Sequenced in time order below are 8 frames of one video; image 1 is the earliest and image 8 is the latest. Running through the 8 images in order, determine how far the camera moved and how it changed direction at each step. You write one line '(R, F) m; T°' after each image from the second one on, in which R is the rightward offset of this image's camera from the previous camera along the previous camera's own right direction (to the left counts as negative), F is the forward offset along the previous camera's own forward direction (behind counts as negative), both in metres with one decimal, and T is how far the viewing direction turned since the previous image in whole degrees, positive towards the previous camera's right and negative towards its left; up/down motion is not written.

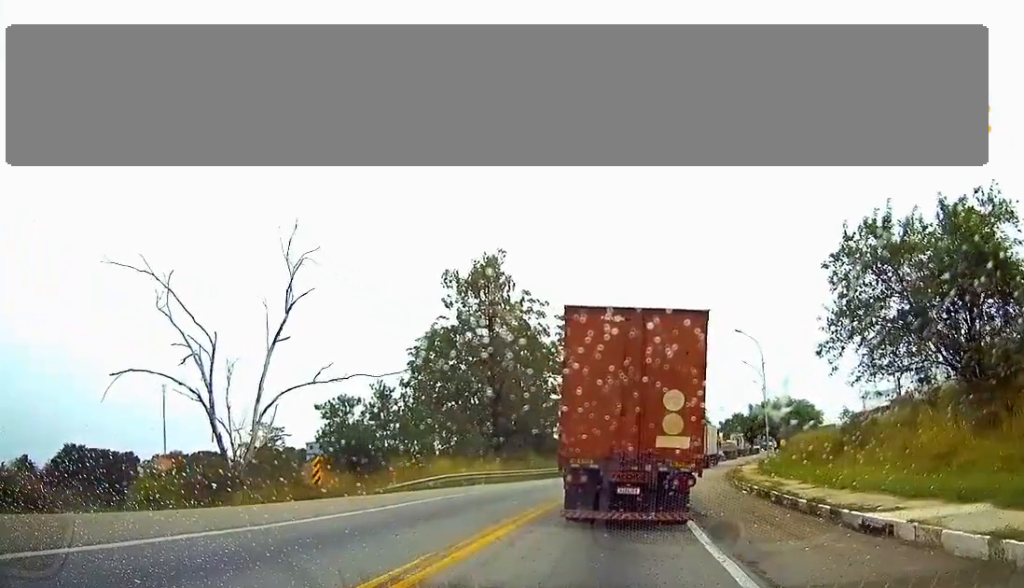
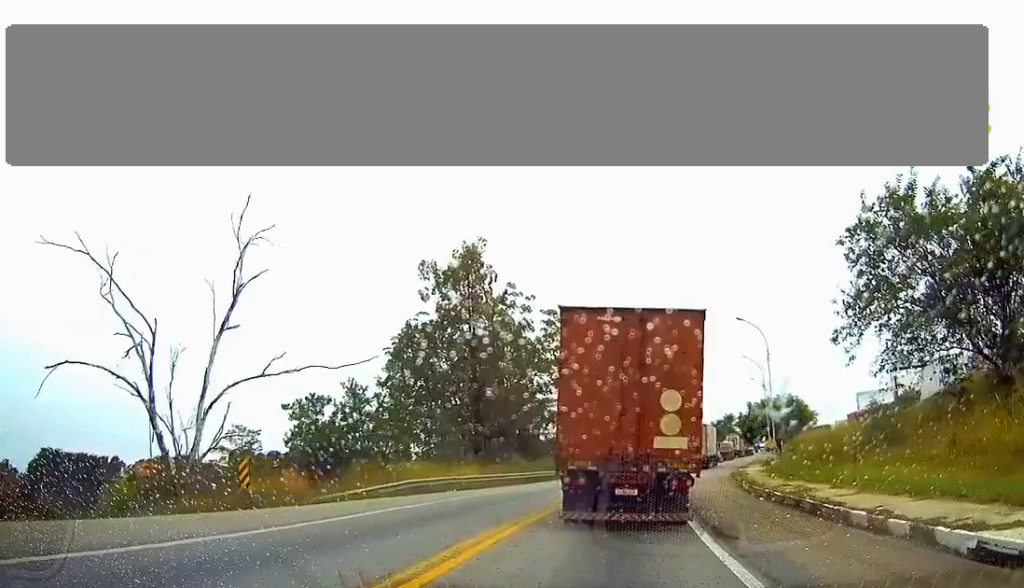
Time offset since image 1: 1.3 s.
(+0.1, +5.2) m; +2°
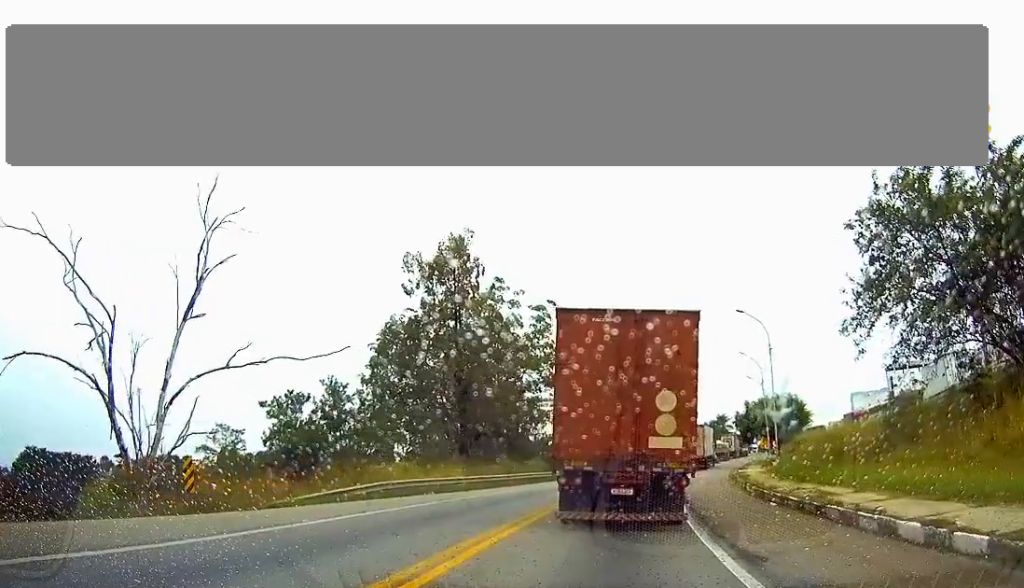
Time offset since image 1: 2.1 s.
(0.0, +3.2) m; 0°
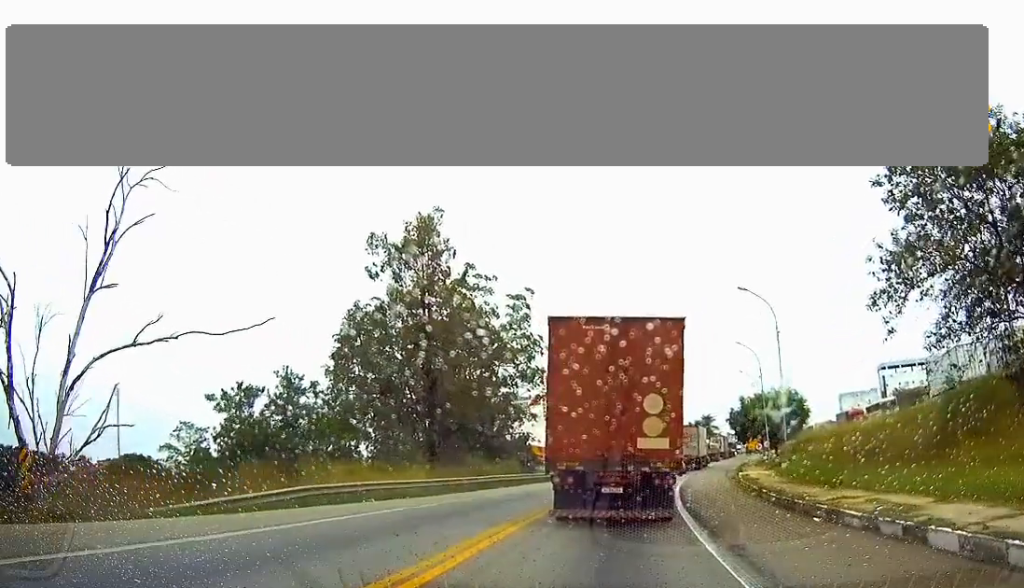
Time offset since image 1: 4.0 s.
(0.0, +6.7) m; 0°
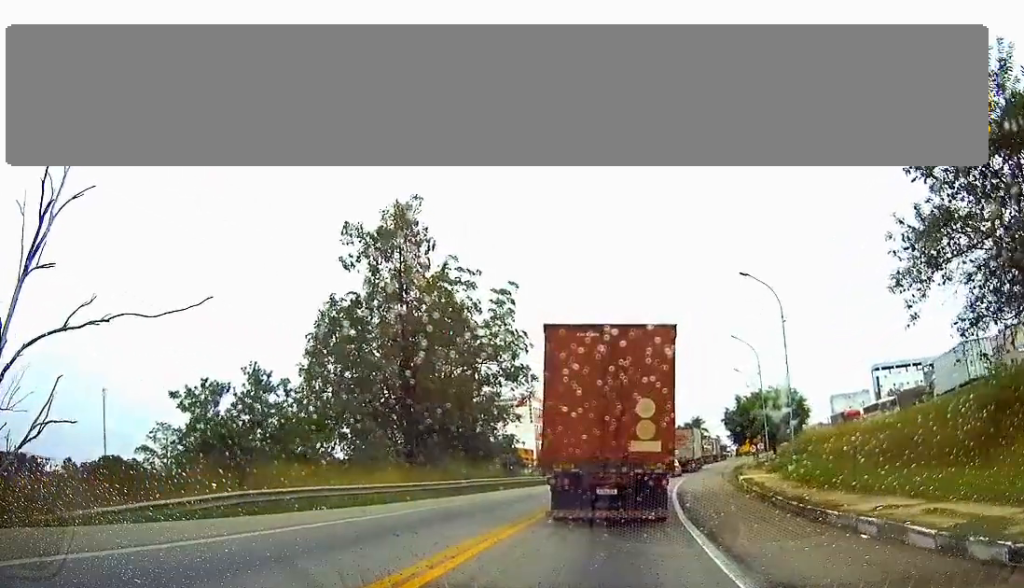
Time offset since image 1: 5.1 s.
(0.0, +3.7) m; 0°
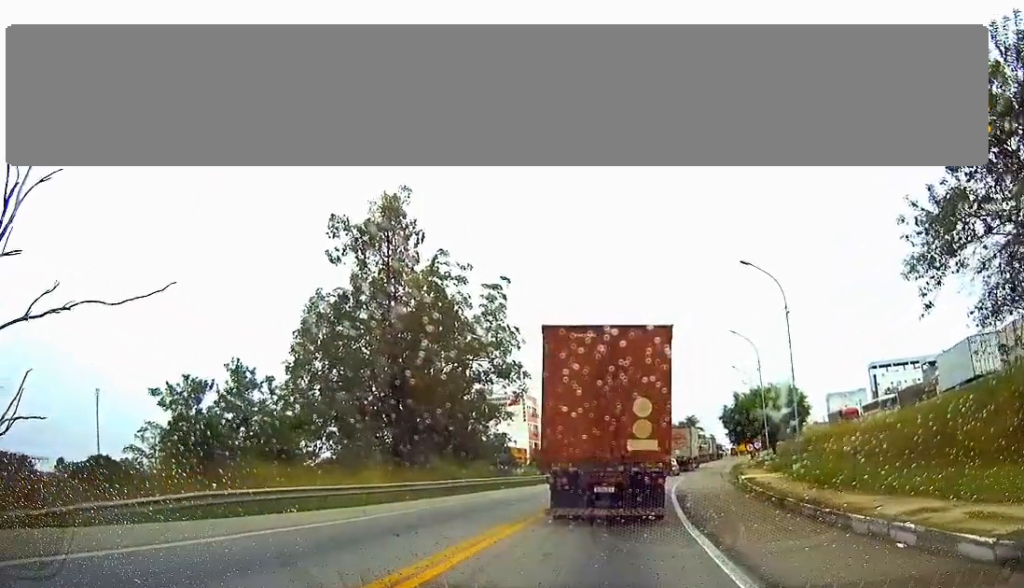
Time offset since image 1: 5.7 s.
(0.0, +1.9) m; +1°
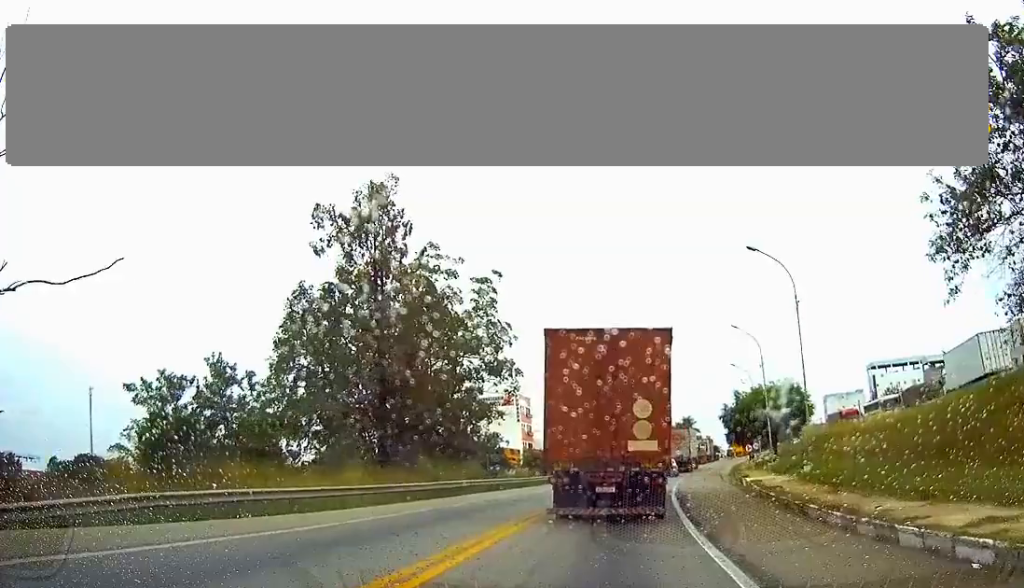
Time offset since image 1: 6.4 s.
(0.0, +2.6) m; +1°
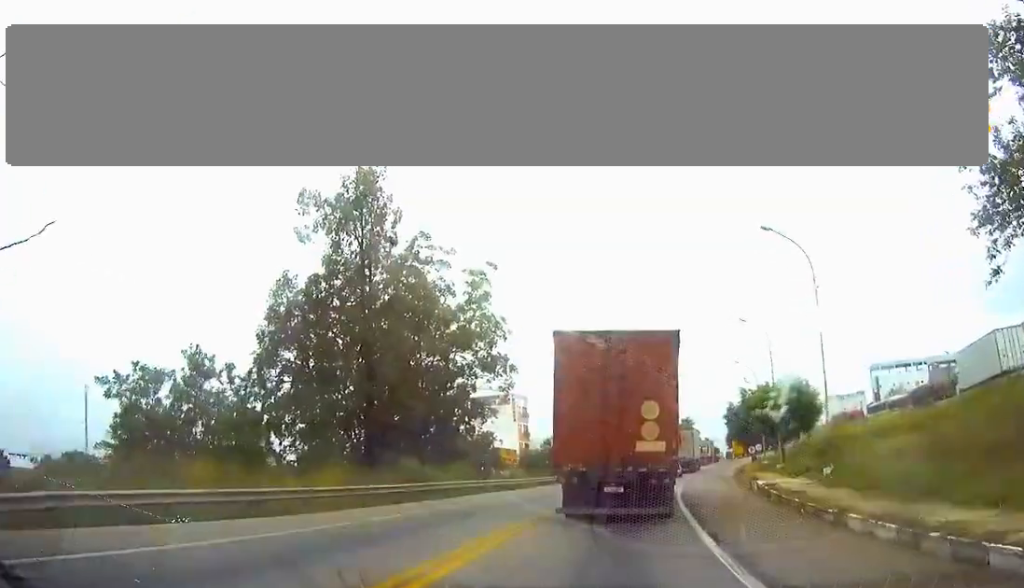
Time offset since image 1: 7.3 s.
(+0.1, +3.1) m; +1°
